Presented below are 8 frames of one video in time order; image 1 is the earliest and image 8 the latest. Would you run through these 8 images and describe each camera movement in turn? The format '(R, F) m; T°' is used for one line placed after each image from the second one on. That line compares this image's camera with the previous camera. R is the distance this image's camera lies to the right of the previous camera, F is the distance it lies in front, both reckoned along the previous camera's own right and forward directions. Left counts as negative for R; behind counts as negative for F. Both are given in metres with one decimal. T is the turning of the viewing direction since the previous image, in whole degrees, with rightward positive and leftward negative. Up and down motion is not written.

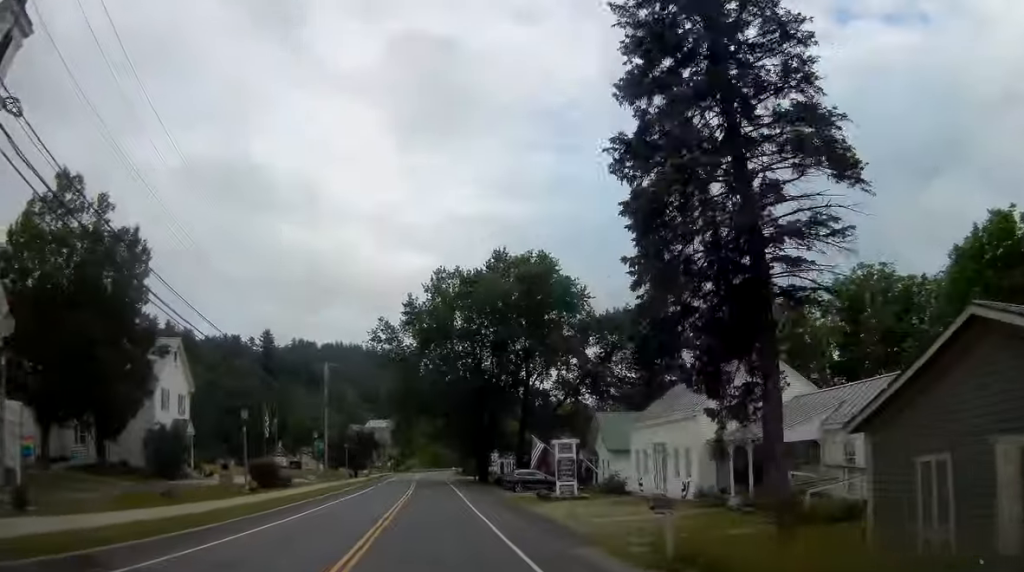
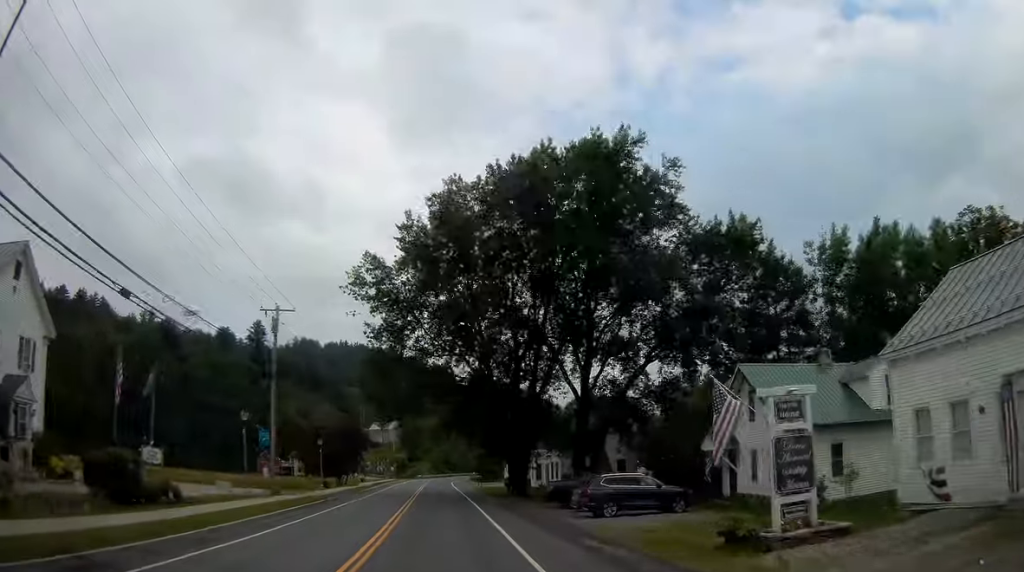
(-0.2, +22.7) m; -1°
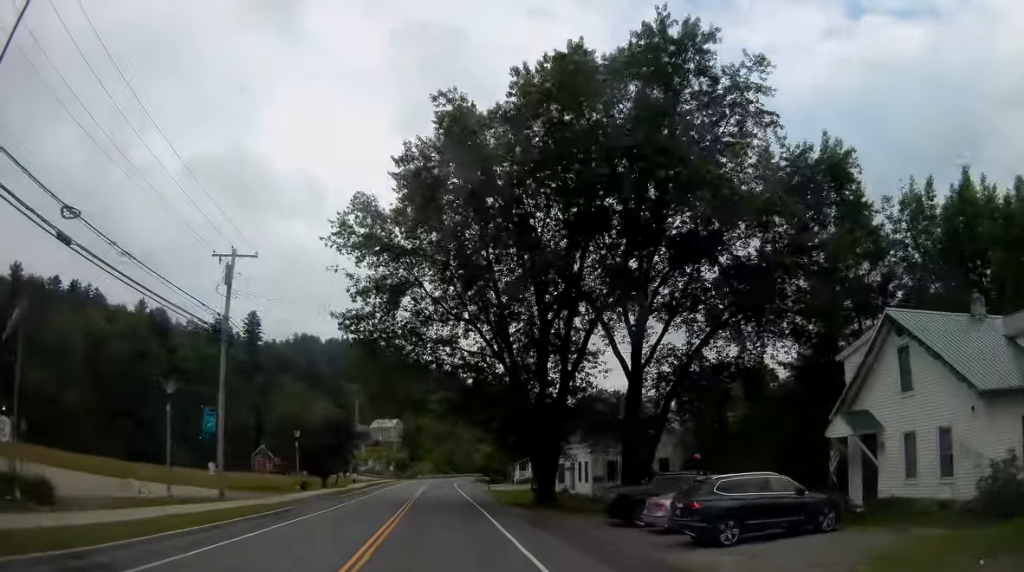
(0.0, +10.0) m; 0°
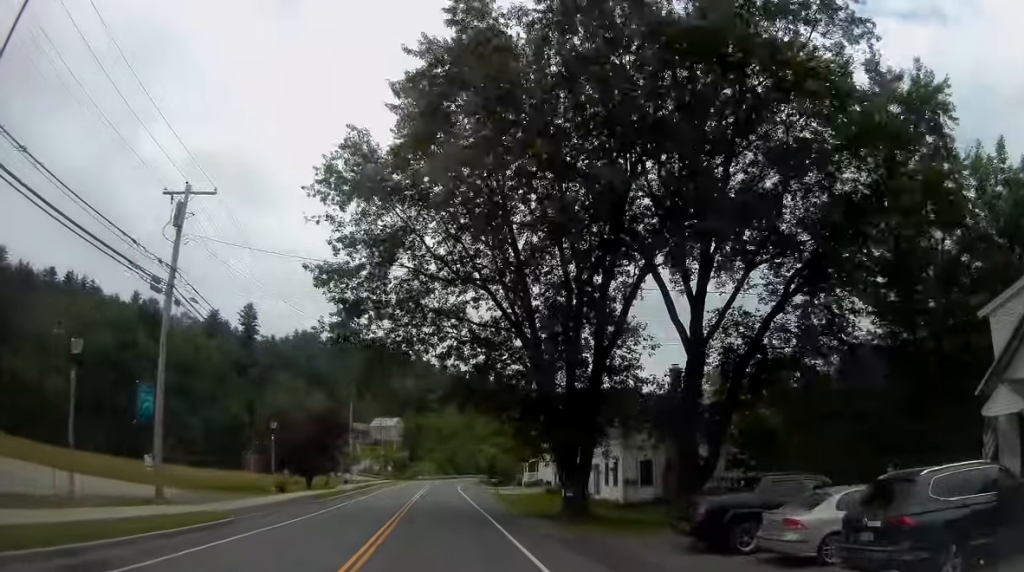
(0.0, +7.1) m; 0°
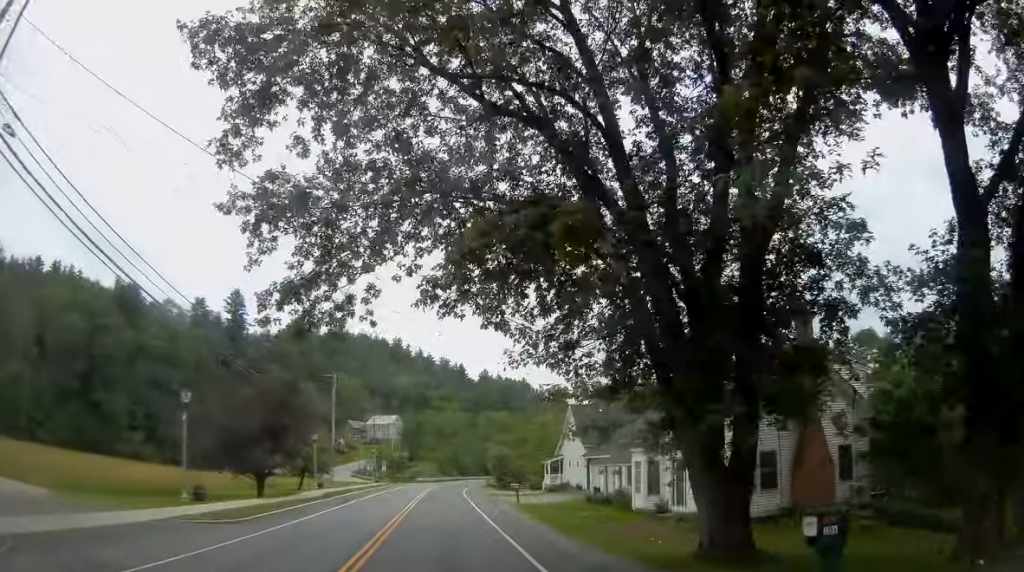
(0.0, +14.0) m; 0°
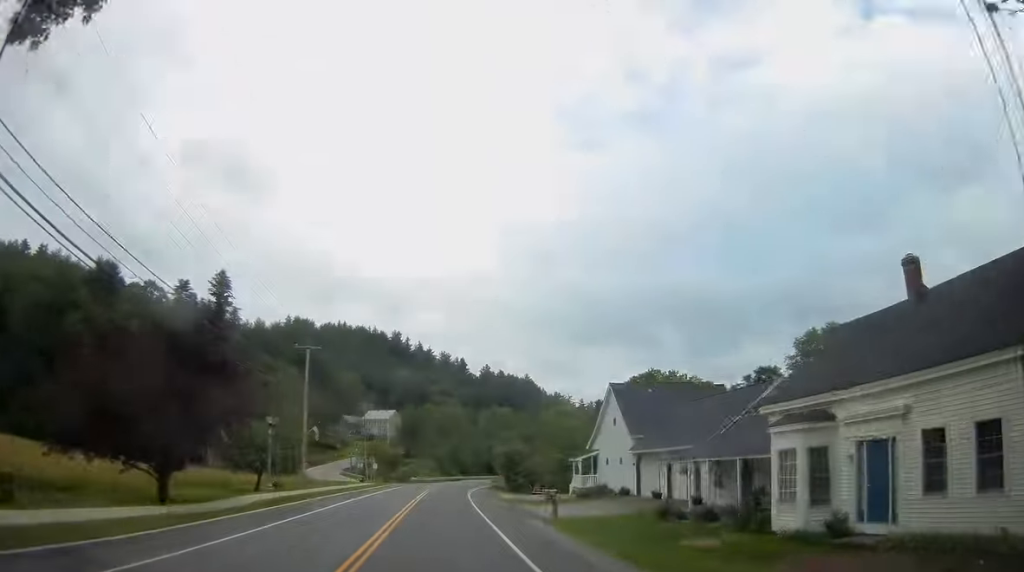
(0.0, +13.2) m; 0°
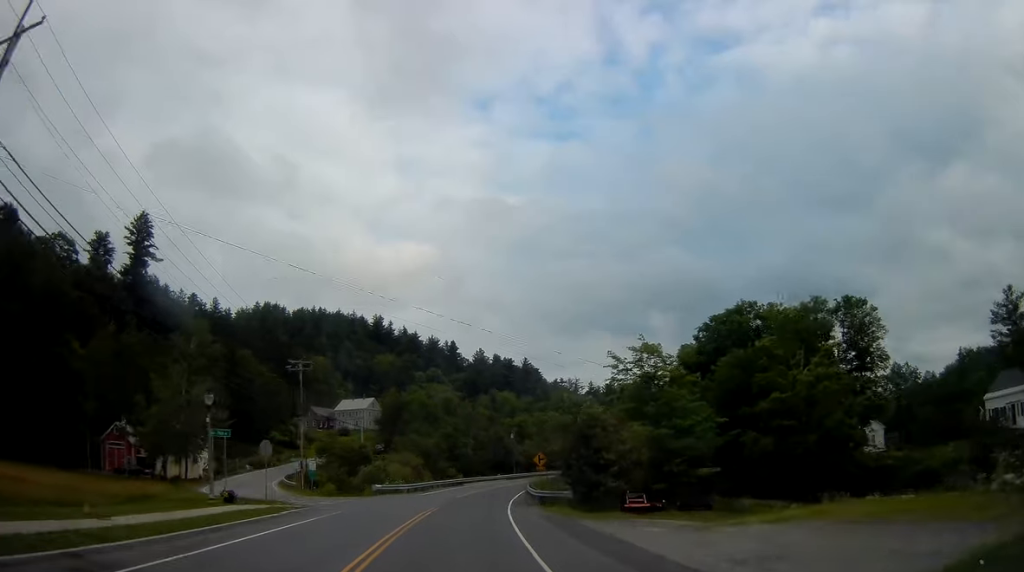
(+0.4, +41.3) m; +1°
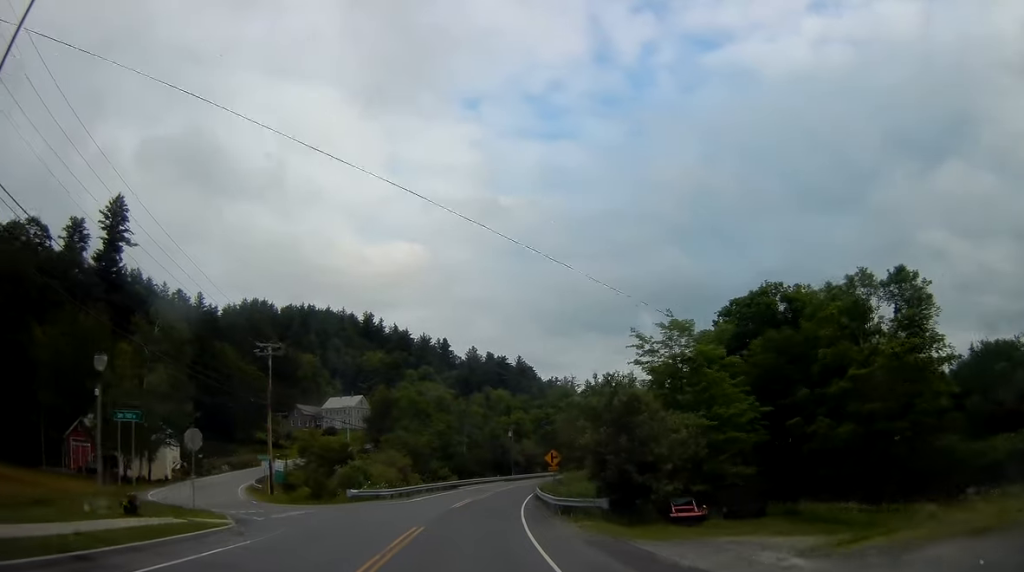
(0.0, +8.5) m; +1°
